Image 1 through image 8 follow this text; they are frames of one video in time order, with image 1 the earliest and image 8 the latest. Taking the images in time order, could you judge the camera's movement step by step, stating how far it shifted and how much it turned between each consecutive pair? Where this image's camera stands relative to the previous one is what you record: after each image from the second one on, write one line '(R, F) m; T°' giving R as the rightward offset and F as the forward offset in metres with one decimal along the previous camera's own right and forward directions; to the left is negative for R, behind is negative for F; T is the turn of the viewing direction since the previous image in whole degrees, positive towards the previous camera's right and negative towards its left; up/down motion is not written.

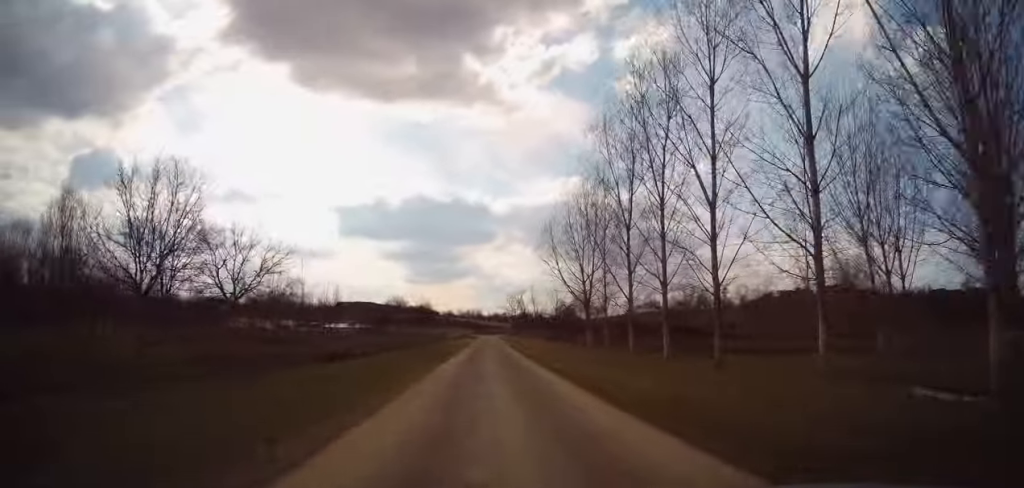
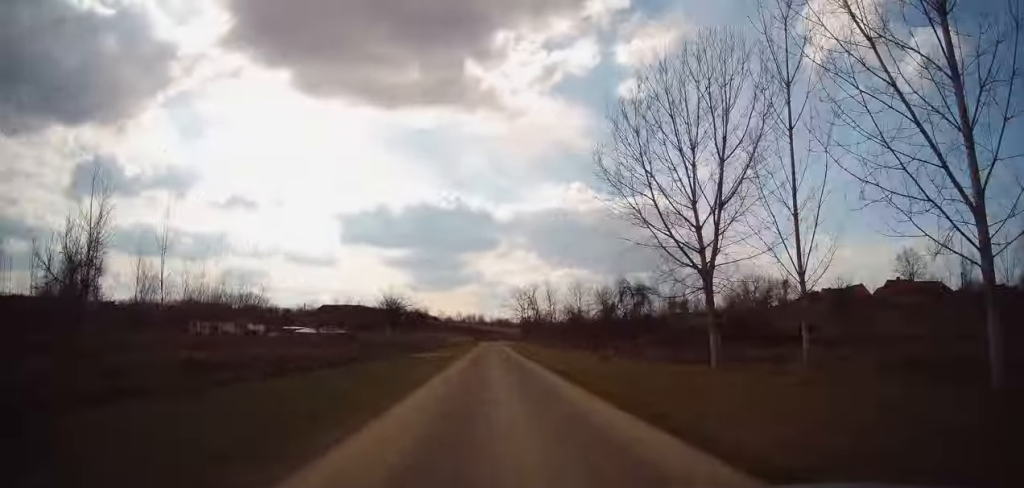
(-1.0, +29.1) m; -2°
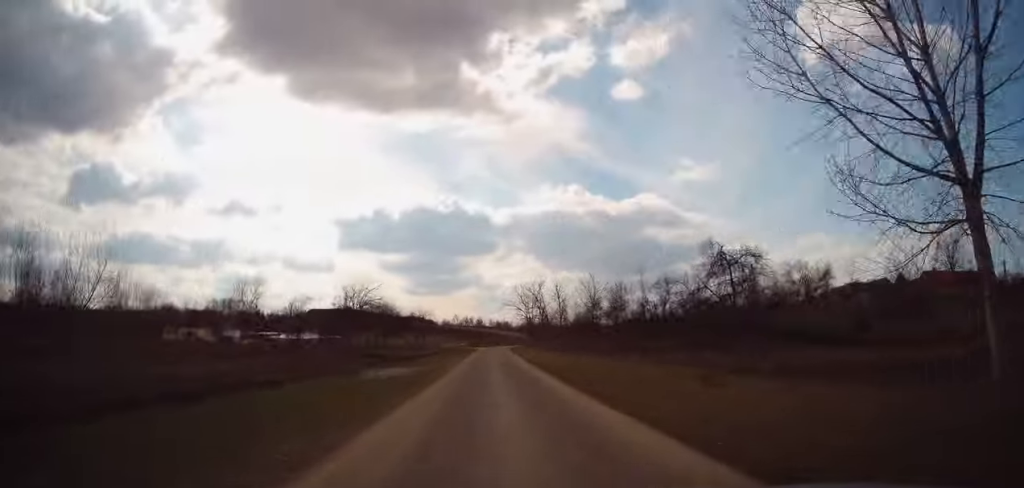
(+0.2, +16.1) m; +1°
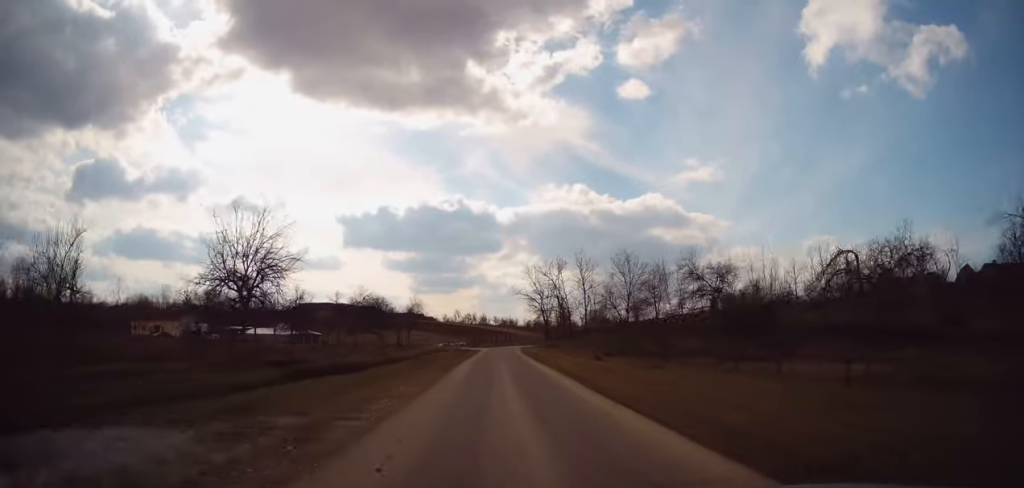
(0.0, +20.7) m; -1°
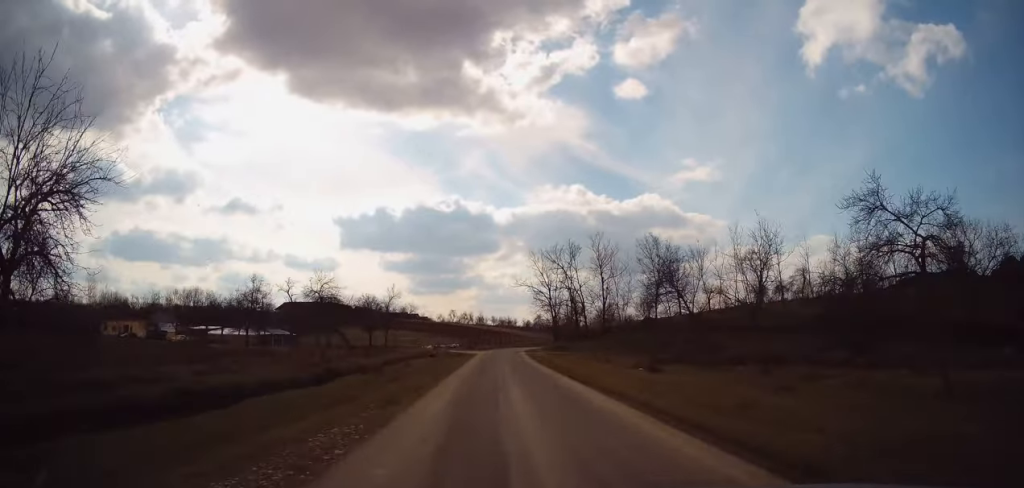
(-0.1, +13.1) m; 0°
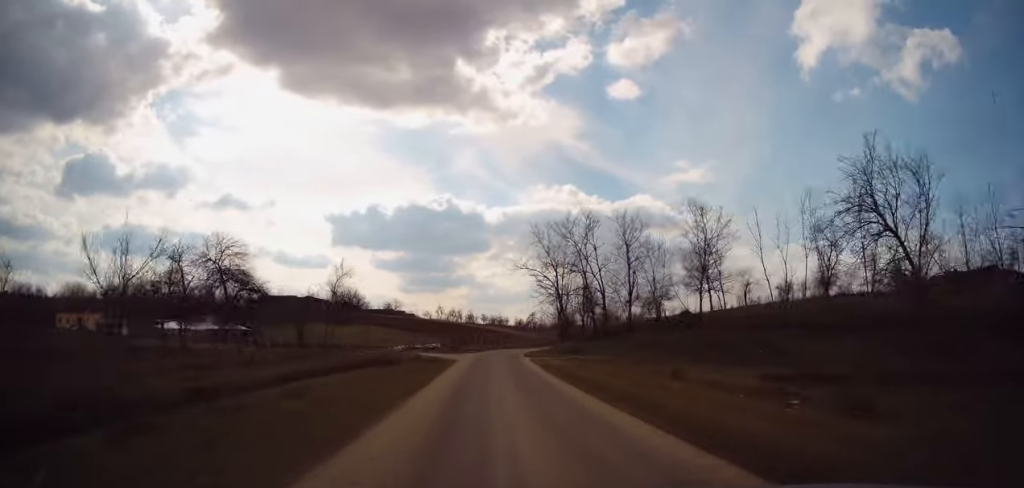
(0.0, +14.7) m; +1°
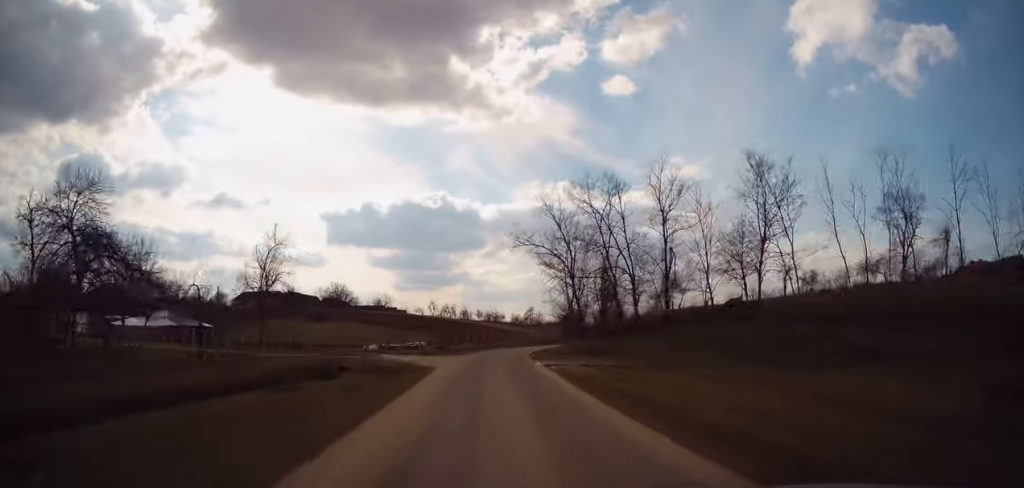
(+0.3, +10.6) m; 0°
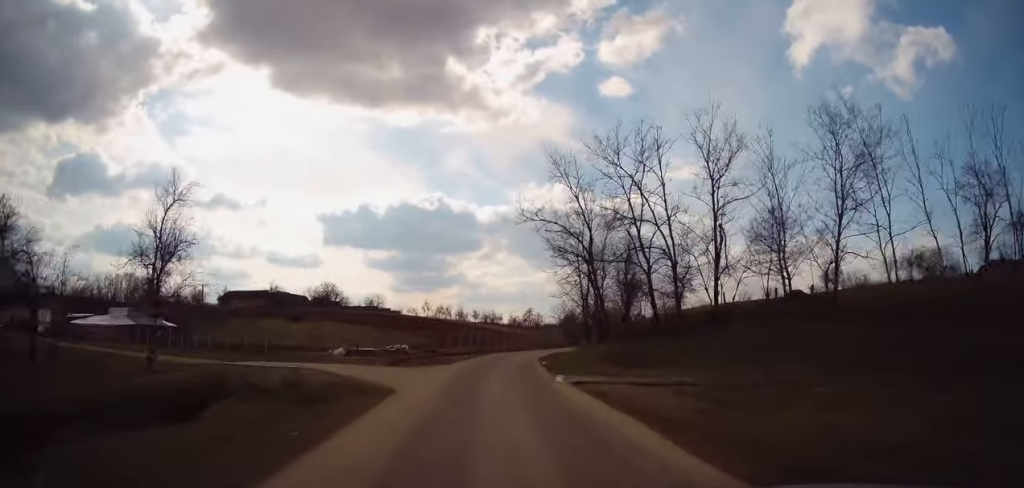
(-0.2, +8.5) m; 0°
